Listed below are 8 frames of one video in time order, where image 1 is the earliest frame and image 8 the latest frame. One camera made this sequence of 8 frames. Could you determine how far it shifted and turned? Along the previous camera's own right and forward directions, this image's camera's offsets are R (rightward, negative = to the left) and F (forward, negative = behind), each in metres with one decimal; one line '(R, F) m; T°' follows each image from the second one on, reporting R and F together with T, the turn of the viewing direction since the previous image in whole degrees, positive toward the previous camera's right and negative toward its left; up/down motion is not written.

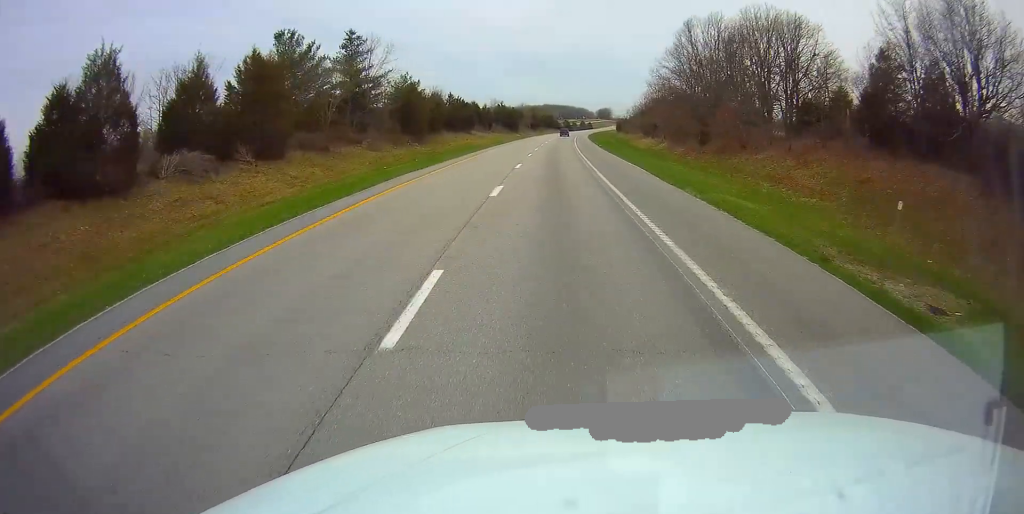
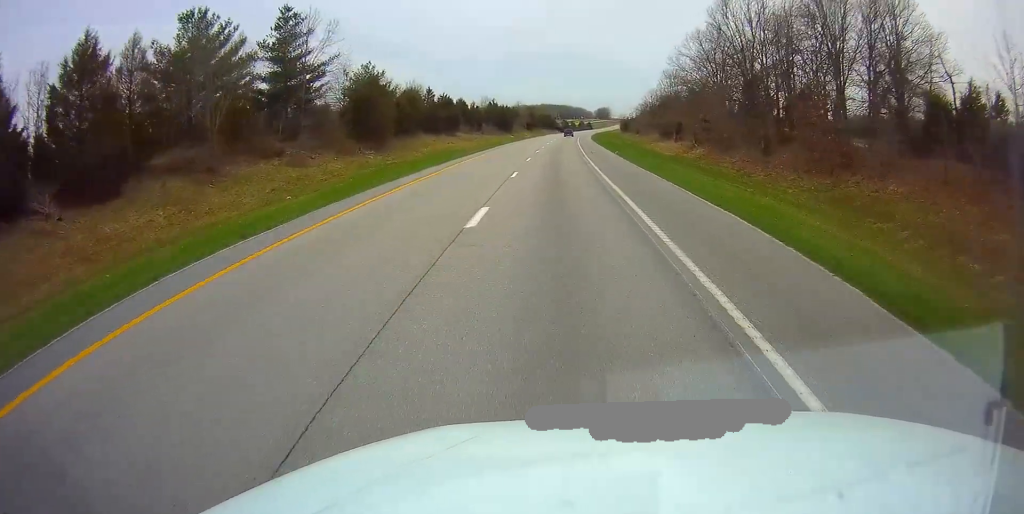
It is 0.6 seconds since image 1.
(+0.1, +17.6) m; 0°
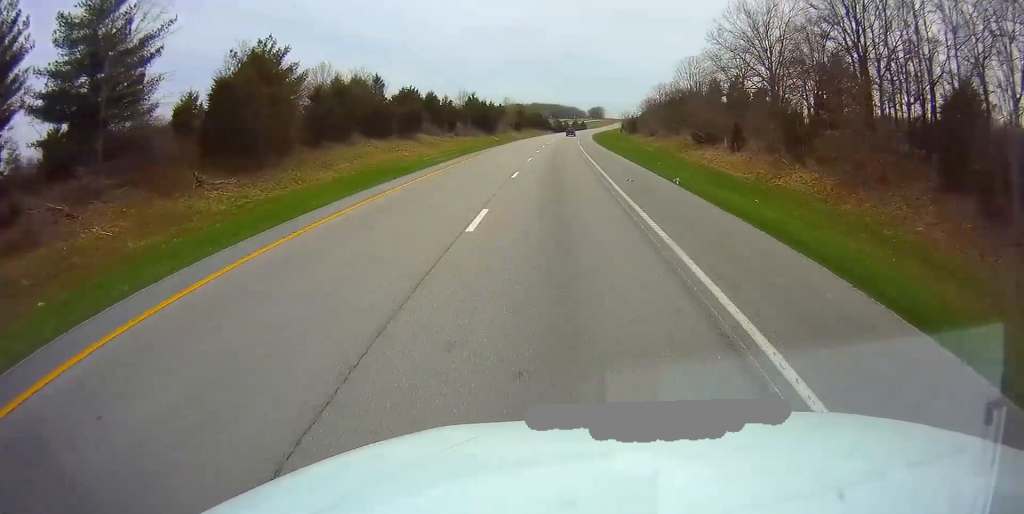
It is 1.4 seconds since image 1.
(+0.1, +24.7) m; +1°
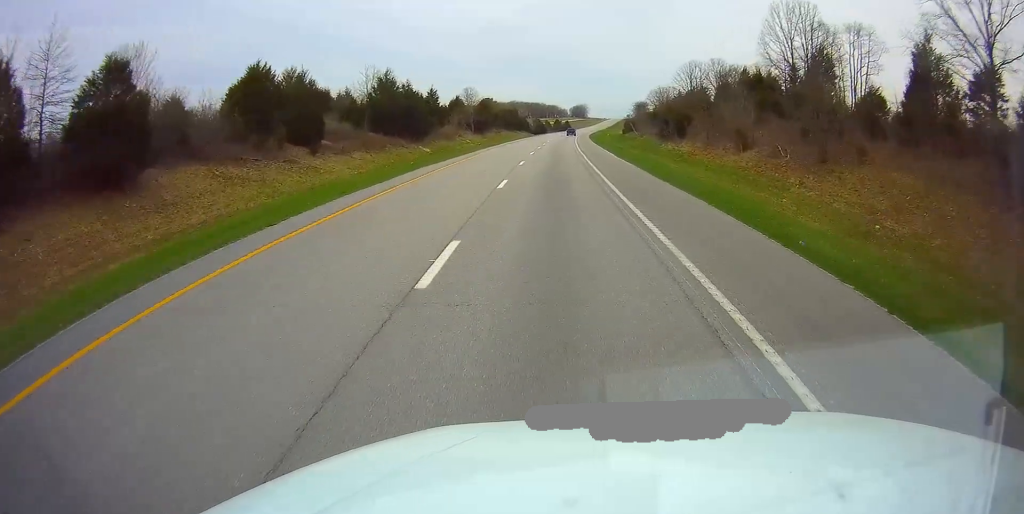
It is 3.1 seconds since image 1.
(+0.8, +52.6) m; +2°
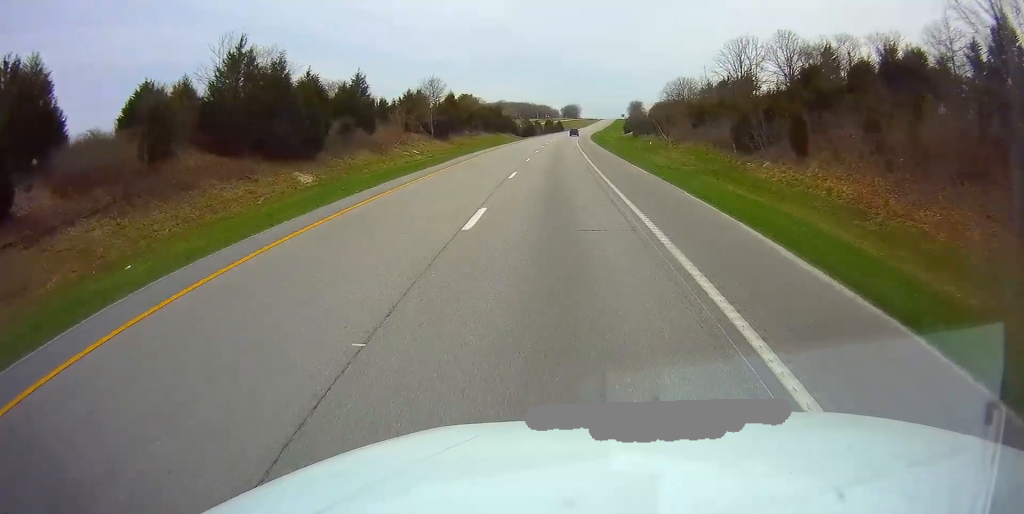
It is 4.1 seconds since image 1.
(+0.3, +32.0) m; +1°
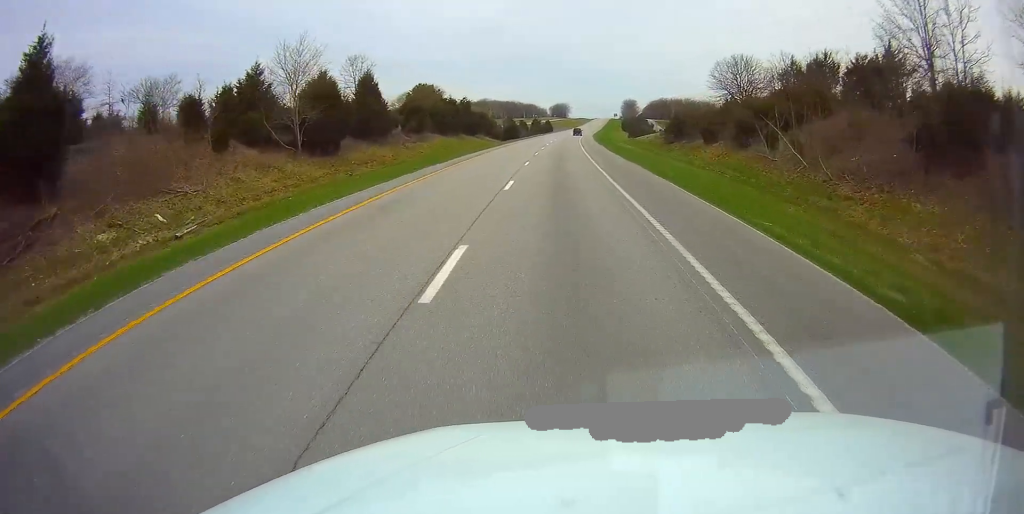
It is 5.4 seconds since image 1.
(+0.5, +41.5) m; +1°
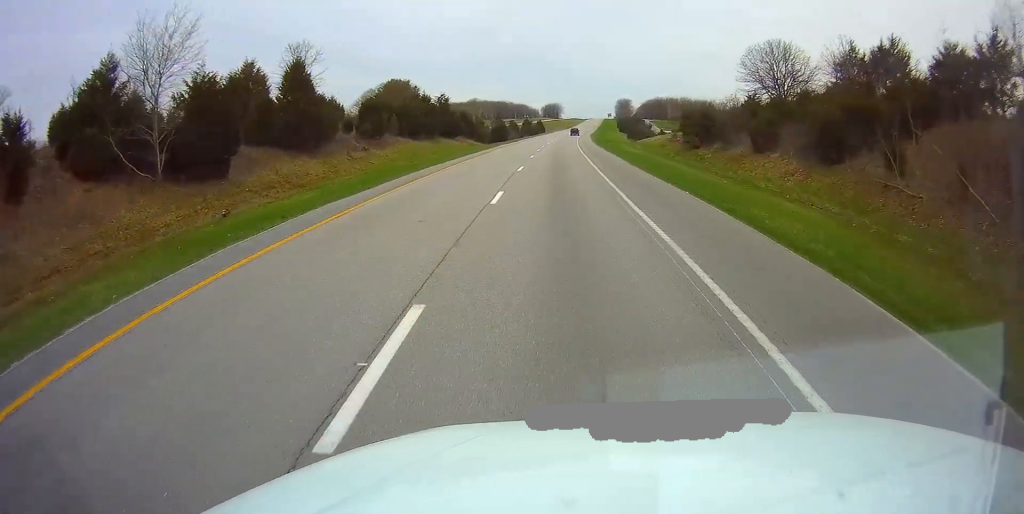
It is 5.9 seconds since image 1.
(0.0, +15.6) m; 0°
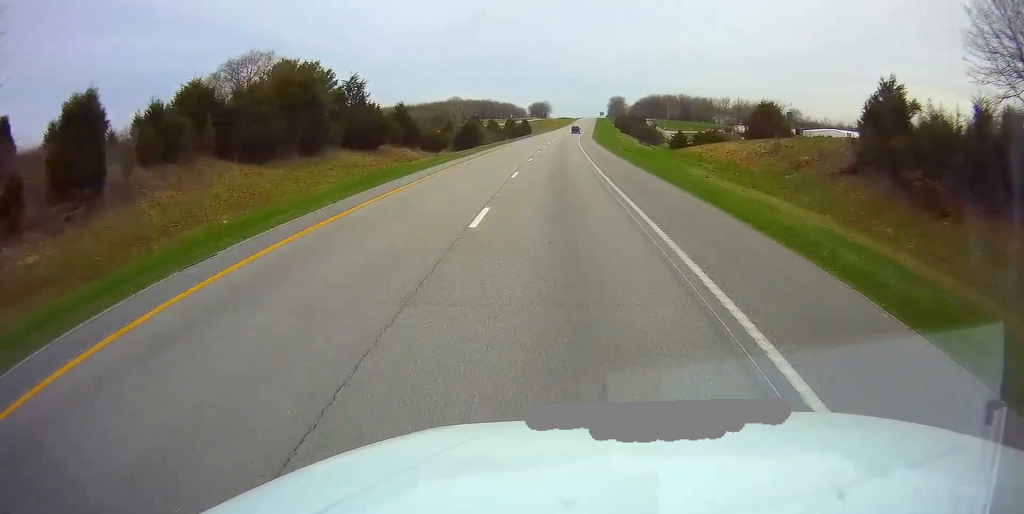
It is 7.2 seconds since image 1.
(+0.6, +40.7) m; +2°
